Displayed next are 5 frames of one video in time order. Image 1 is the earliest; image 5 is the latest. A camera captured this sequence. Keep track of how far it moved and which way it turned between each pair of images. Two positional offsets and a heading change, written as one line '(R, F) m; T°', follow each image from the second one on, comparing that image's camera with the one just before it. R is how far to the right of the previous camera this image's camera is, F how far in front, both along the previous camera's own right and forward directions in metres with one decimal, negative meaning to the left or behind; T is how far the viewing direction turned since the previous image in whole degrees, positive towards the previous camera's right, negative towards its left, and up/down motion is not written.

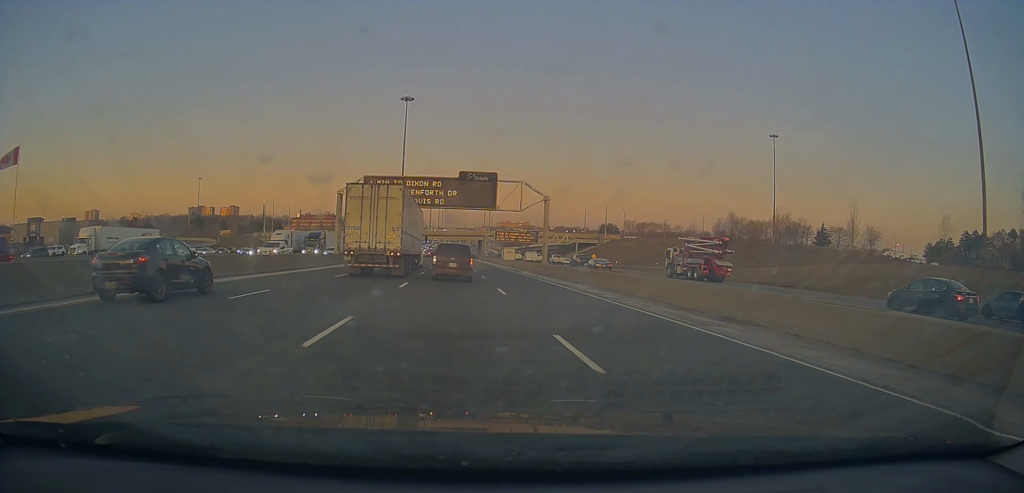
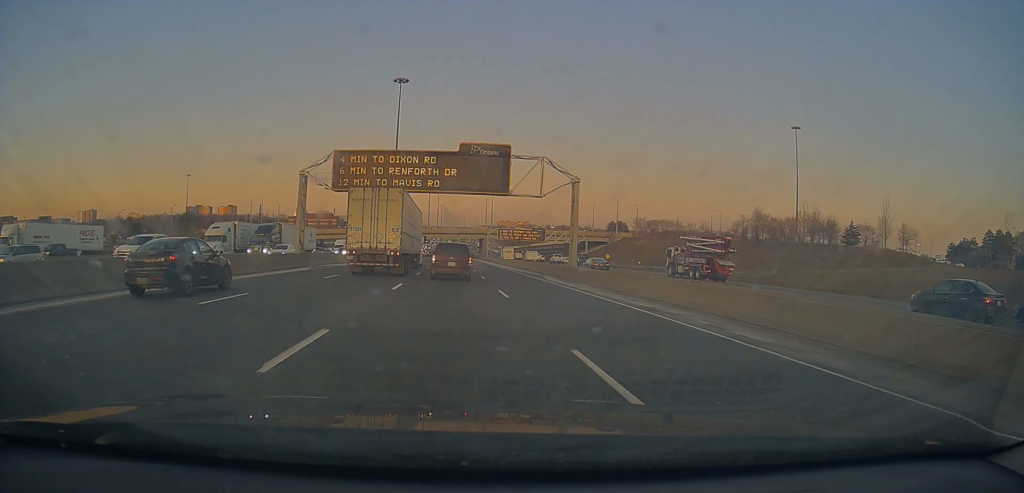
(-0.1, +13.8) m; -1°
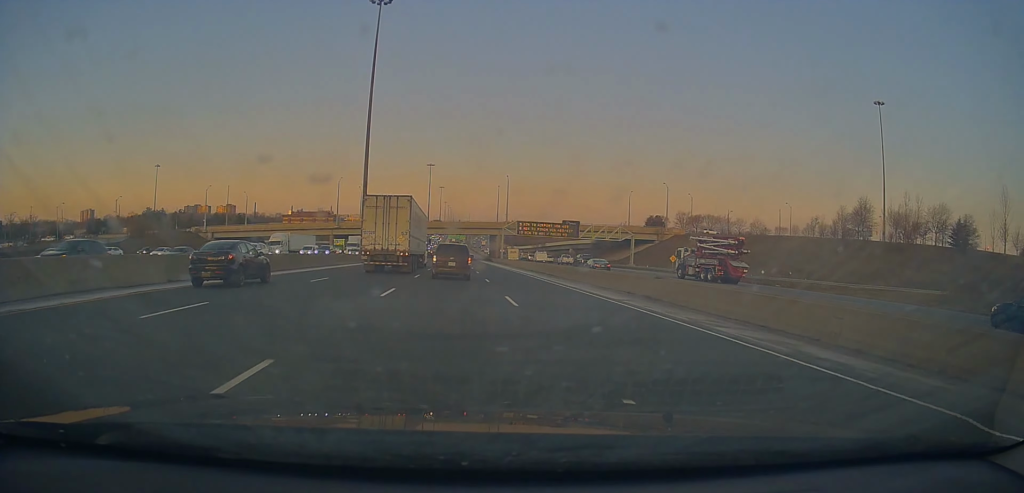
(-0.5, +39.1) m; 0°
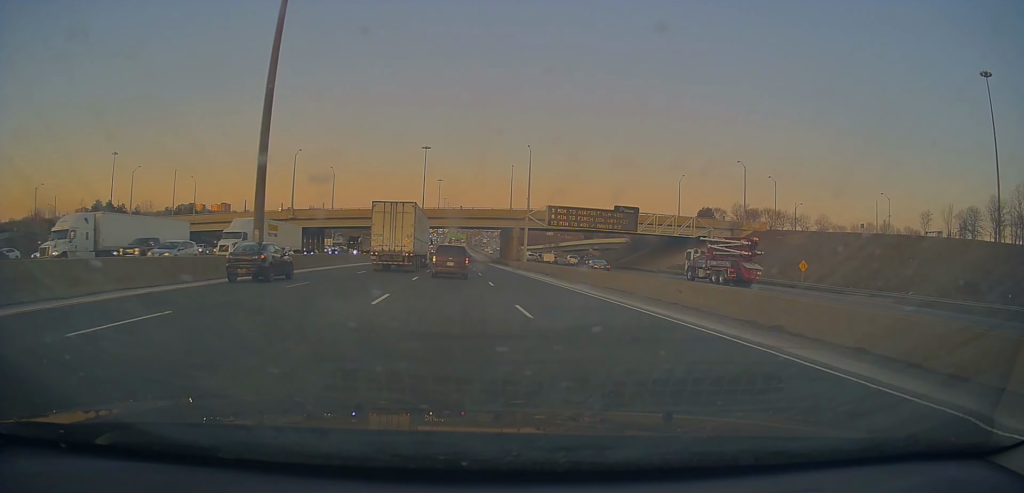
(+0.3, +38.9) m; 0°
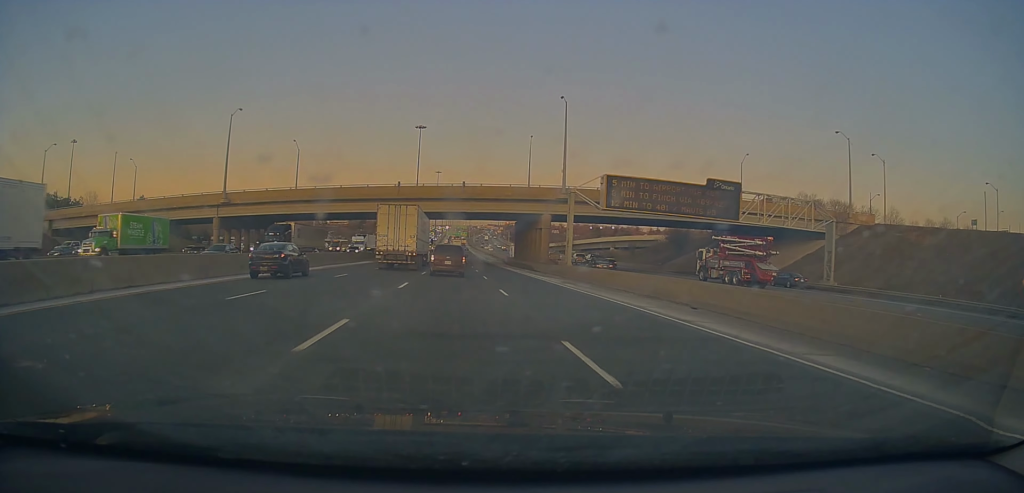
(+0.2, +30.4) m; -1°
